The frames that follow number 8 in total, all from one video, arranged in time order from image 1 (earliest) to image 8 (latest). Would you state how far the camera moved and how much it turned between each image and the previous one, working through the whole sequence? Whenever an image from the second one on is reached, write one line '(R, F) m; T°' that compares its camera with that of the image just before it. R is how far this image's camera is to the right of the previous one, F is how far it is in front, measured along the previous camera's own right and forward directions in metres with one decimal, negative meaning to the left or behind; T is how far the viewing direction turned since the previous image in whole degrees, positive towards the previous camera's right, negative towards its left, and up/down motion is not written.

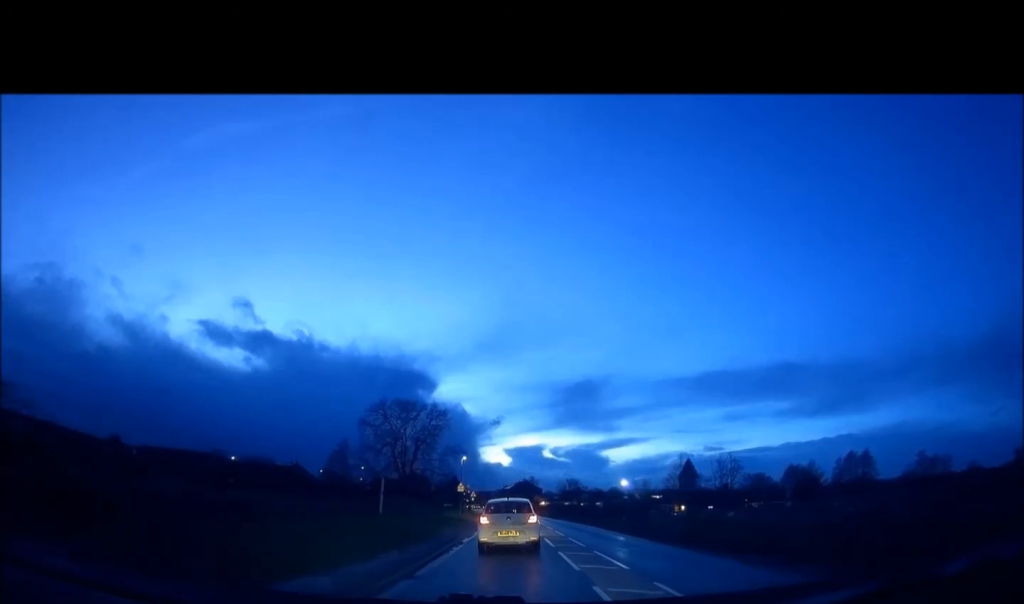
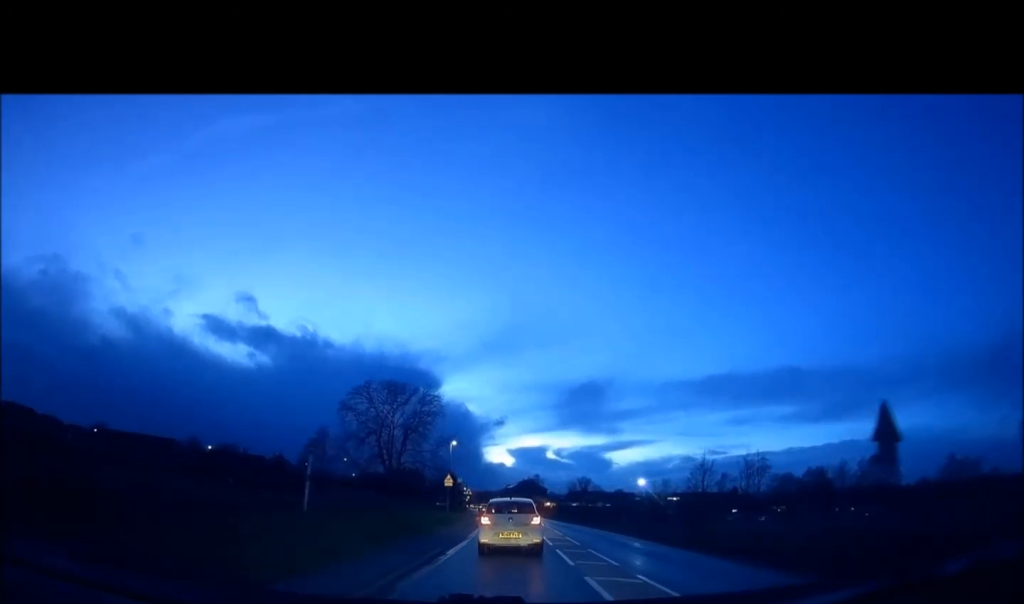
(+0.2, +10.9) m; 0°
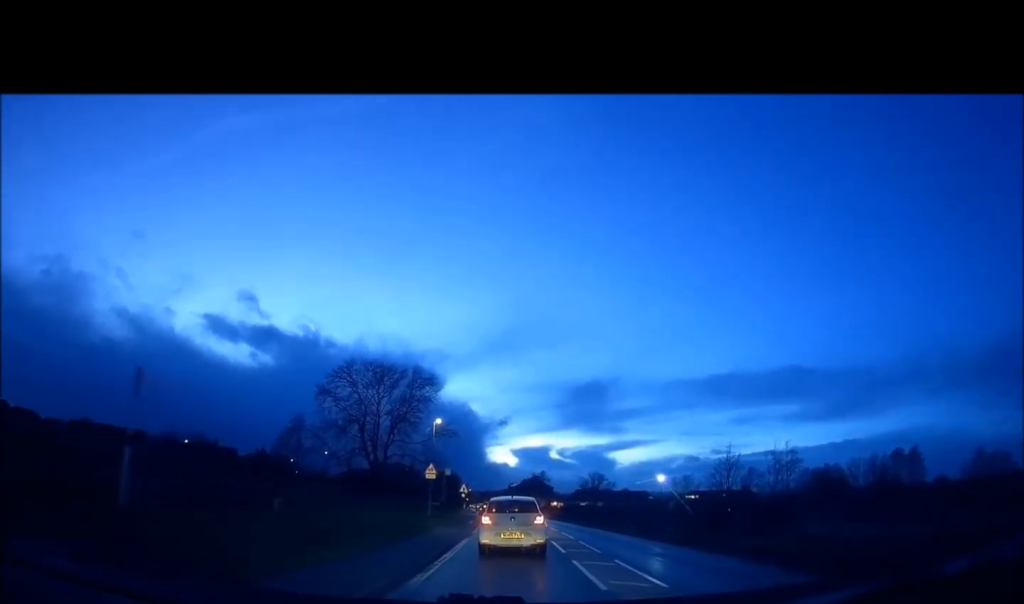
(-0.4, +9.5) m; -3°
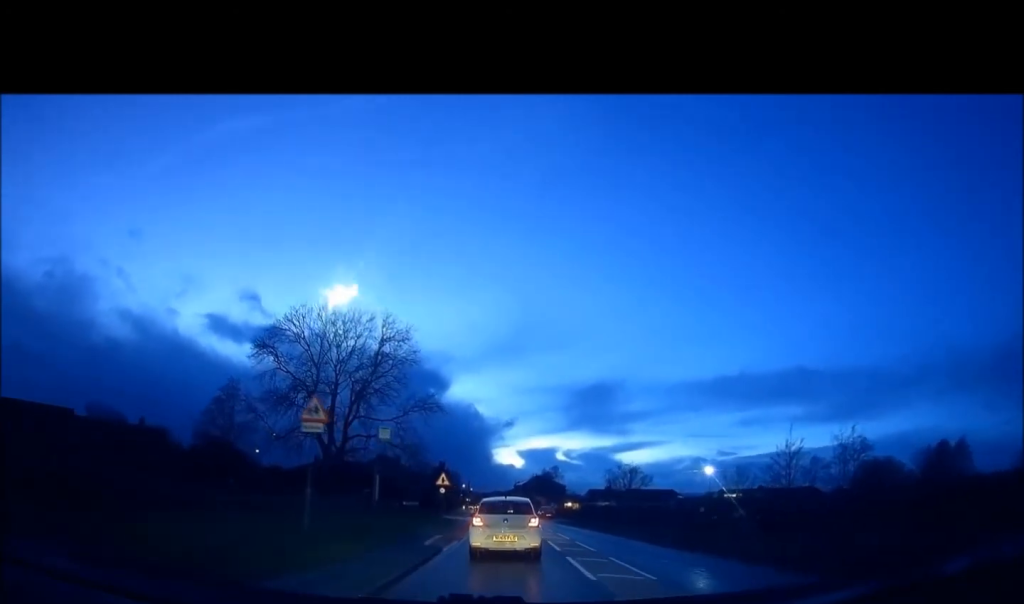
(+0.8, +17.1) m; +3°
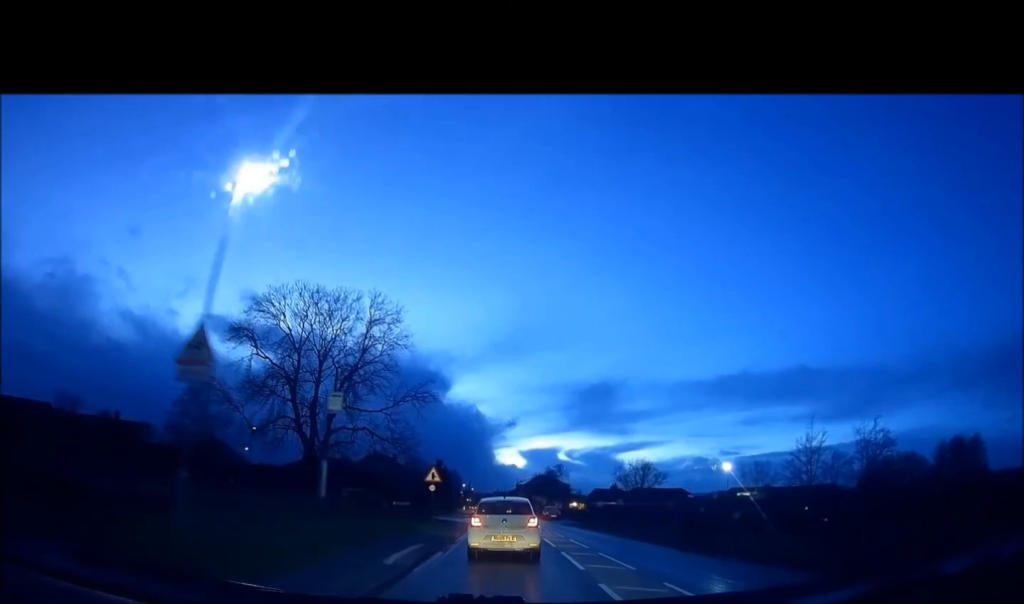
(-0.2, +4.4) m; -1°
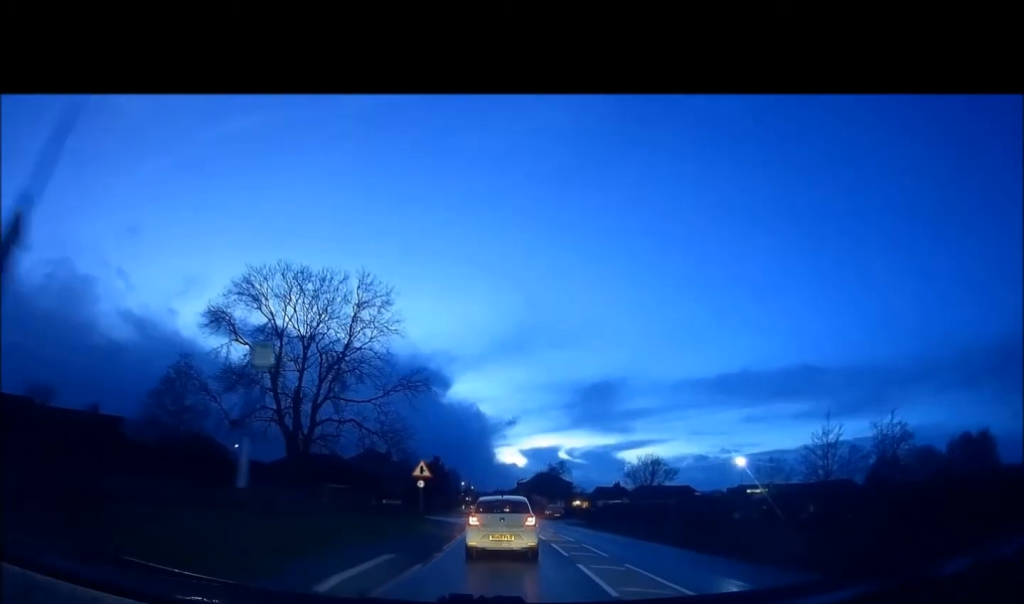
(-0.1, +3.3) m; -1°
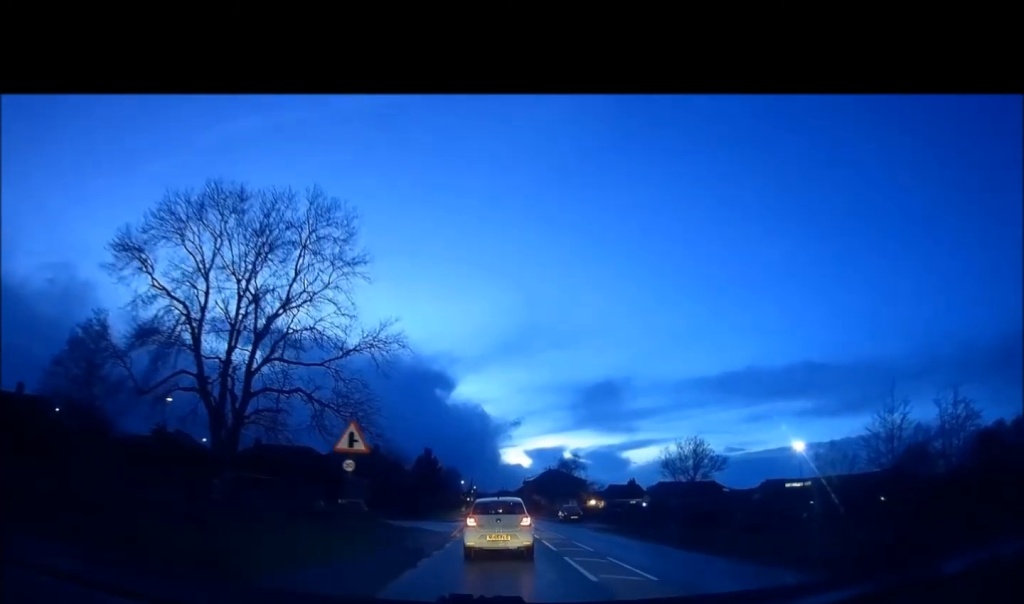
(-0.1, +10.3) m; 0°
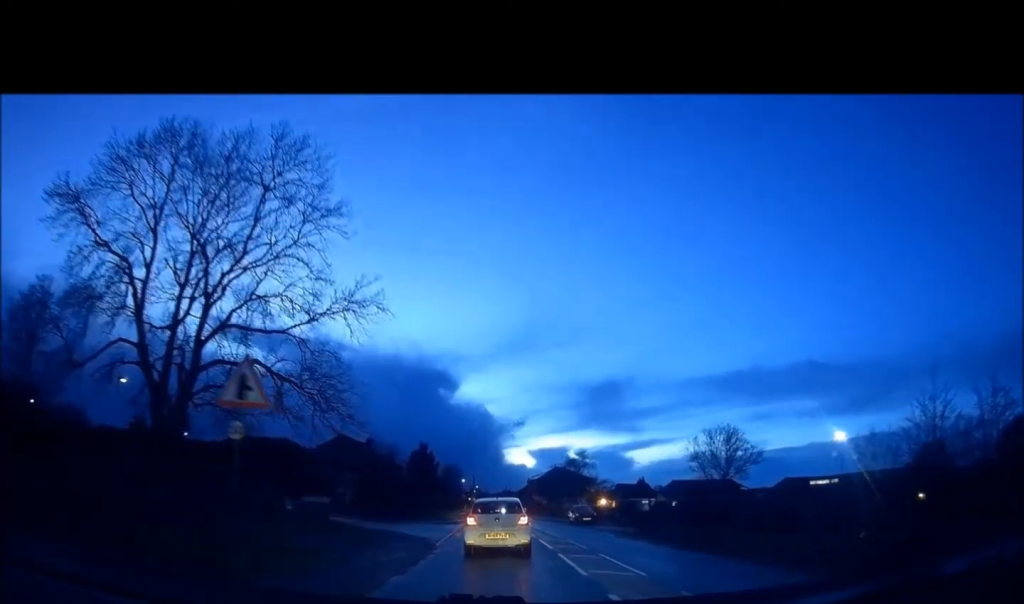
(0.0, +5.3) m; 0°
